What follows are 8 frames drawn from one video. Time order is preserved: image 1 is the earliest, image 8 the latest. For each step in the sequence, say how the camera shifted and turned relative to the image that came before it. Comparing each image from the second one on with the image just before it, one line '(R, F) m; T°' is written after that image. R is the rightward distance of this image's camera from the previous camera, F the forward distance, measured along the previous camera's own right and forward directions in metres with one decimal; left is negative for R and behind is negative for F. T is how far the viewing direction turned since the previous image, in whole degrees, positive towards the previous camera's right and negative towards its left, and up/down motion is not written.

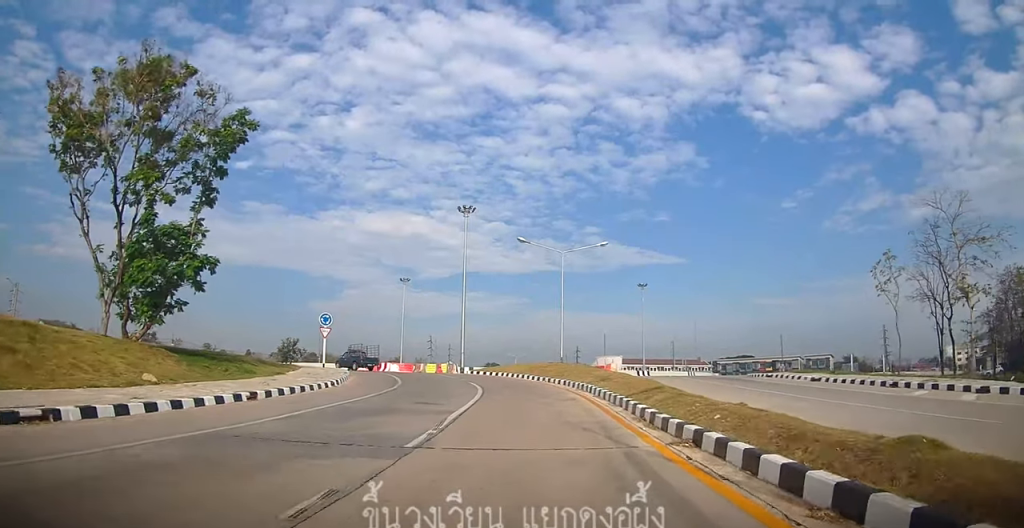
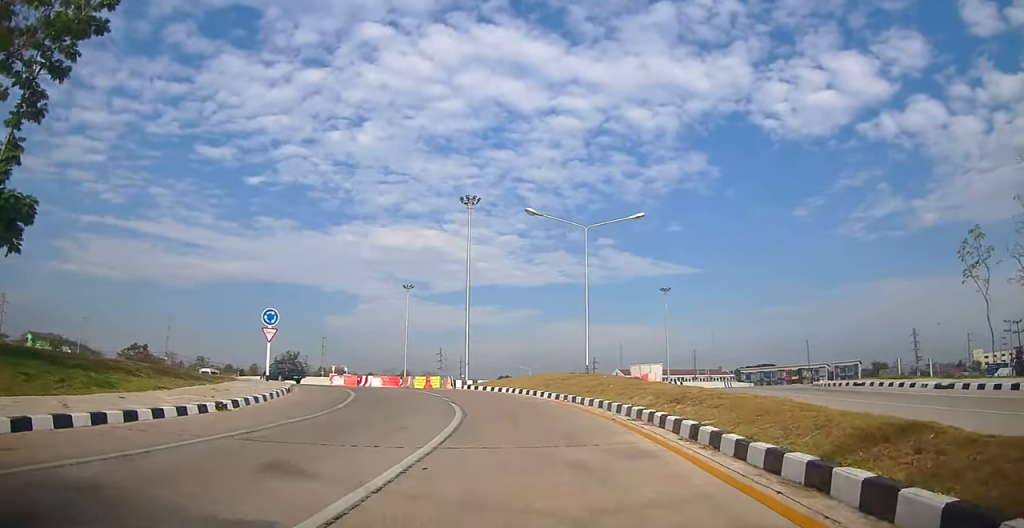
(0.0, +10.0) m; -1°
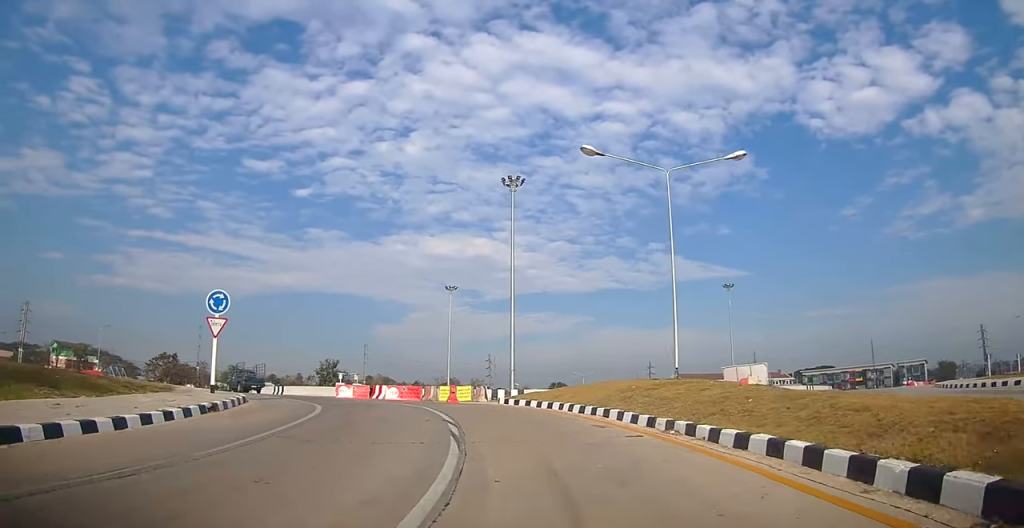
(-0.2, +9.8) m; -5°
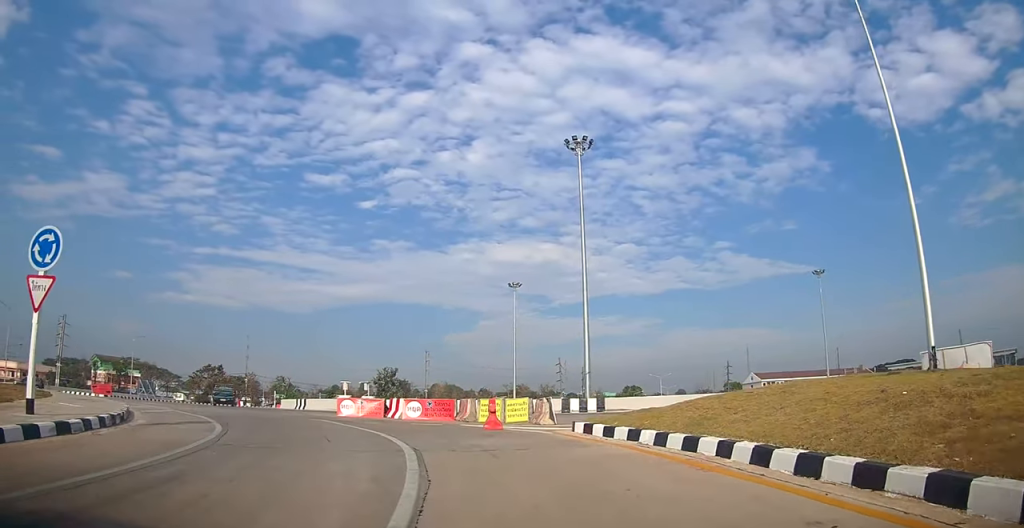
(-0.8, +11.6) m; -8°
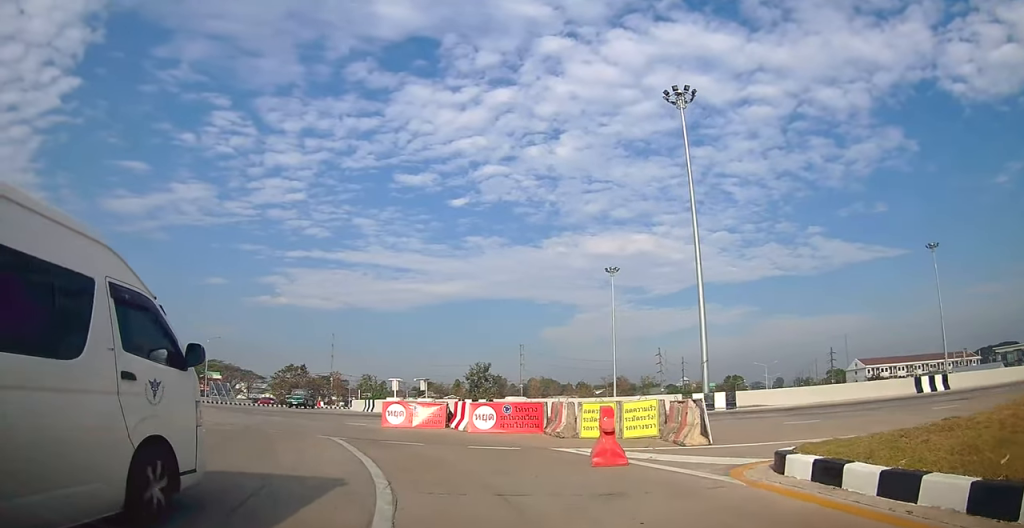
(-0.9, +7.9) m; -16°
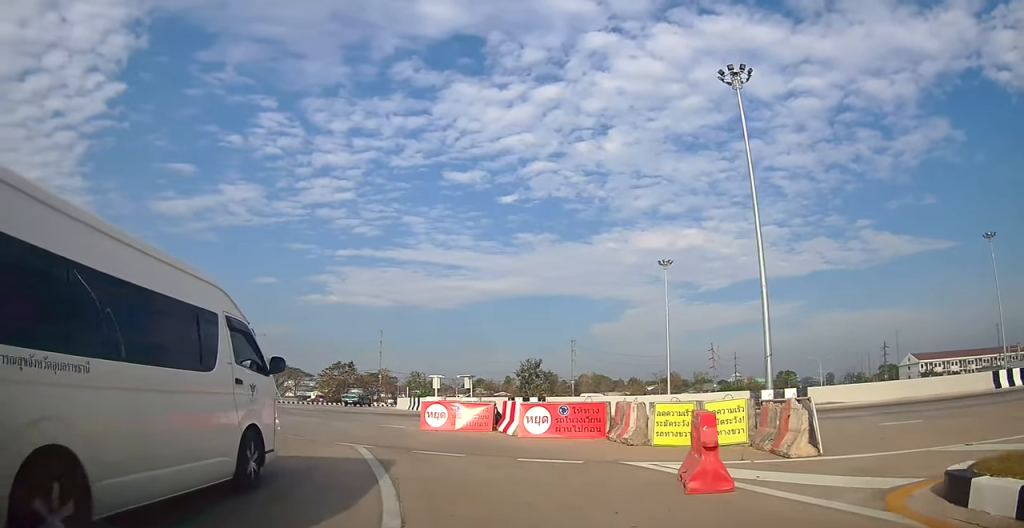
(-0.2, +2.5) m; -7°
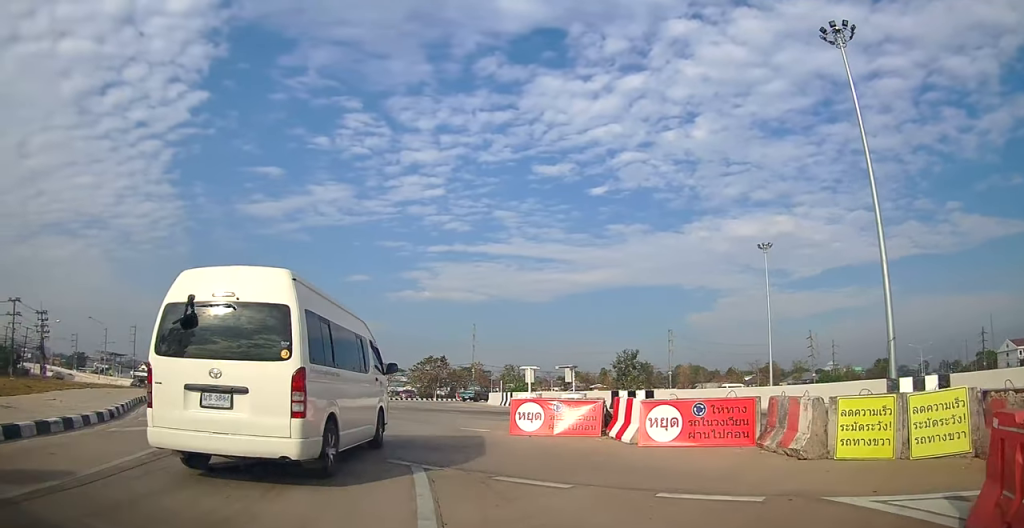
(-0.4, +3.7) m; -11°
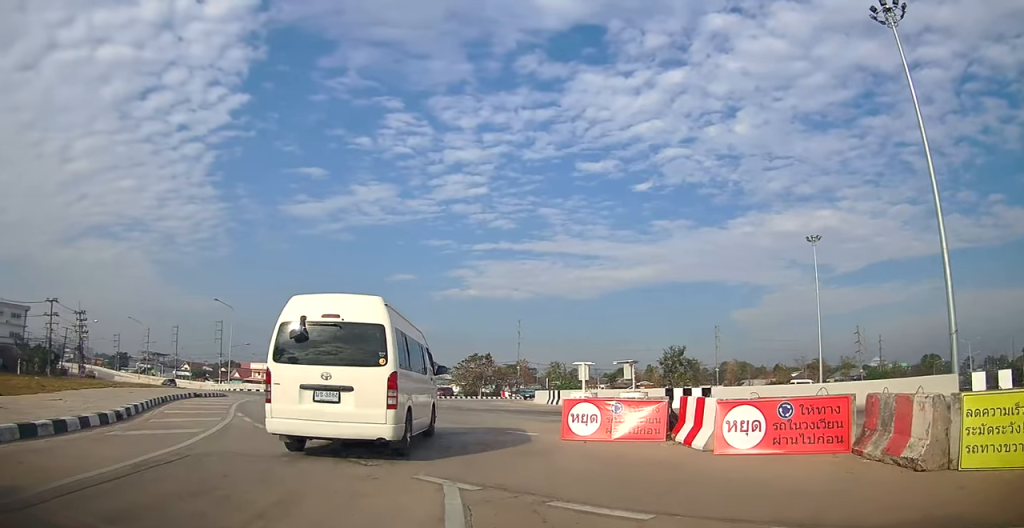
(-0.1, +1.6) m; -5°
